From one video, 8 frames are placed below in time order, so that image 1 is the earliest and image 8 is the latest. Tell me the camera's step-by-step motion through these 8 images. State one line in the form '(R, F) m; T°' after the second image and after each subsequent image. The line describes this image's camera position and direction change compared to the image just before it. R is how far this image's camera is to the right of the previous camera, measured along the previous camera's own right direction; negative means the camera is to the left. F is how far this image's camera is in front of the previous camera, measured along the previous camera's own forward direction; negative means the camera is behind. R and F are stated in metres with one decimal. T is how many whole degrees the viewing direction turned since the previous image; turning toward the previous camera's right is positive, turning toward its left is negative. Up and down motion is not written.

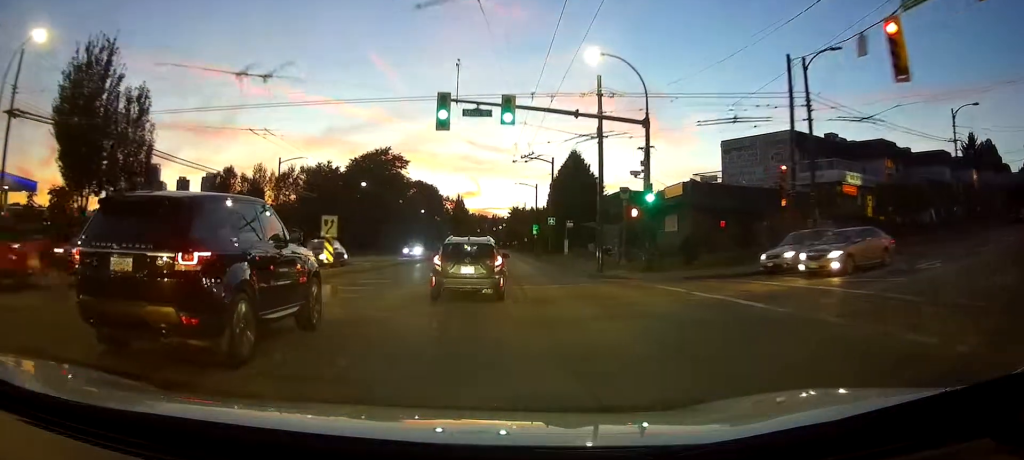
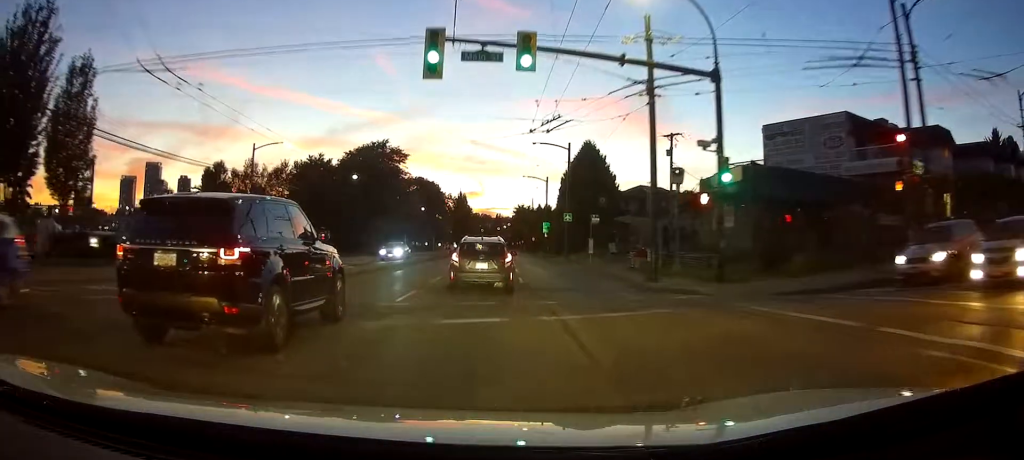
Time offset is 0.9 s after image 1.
(+0.1, +8.5) m; +1°
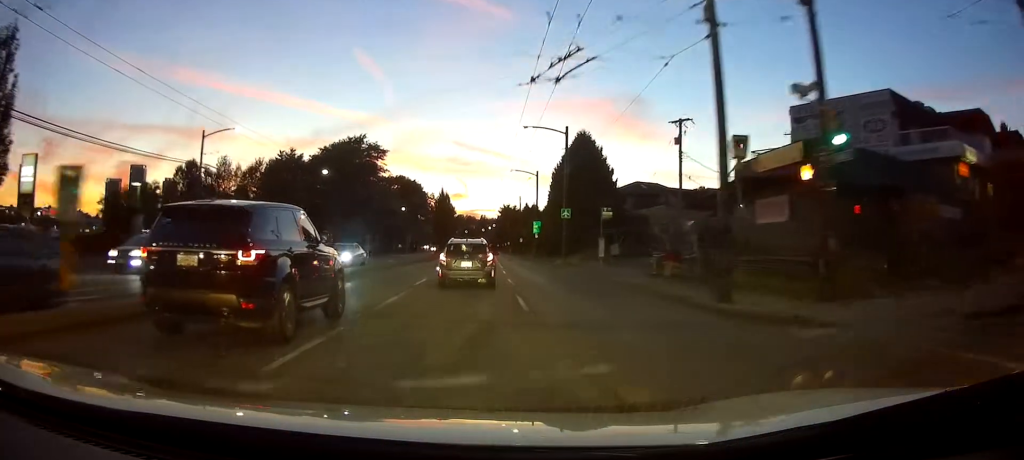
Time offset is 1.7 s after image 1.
(+0.1, +7.9) m; 0°
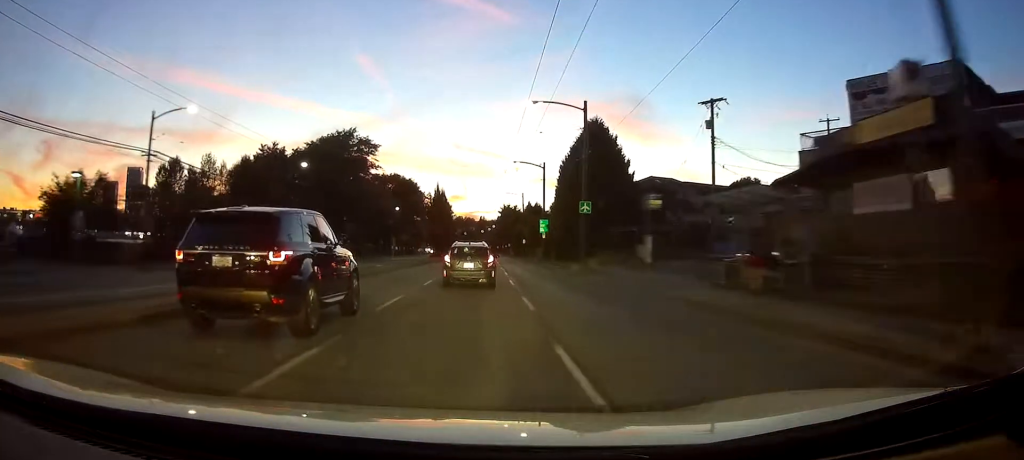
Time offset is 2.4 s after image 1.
(0.0, +8.2) m; 0°
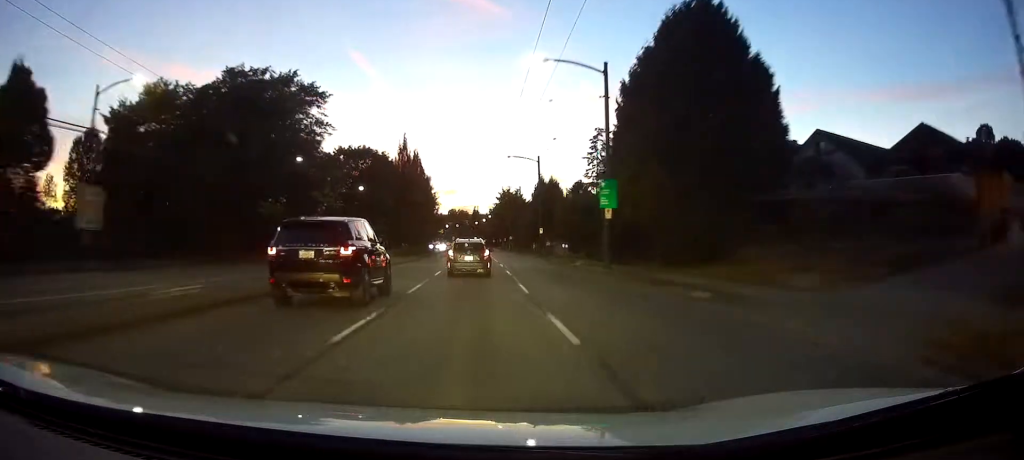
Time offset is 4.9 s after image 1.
(+0.3, +31.9) m; +1°
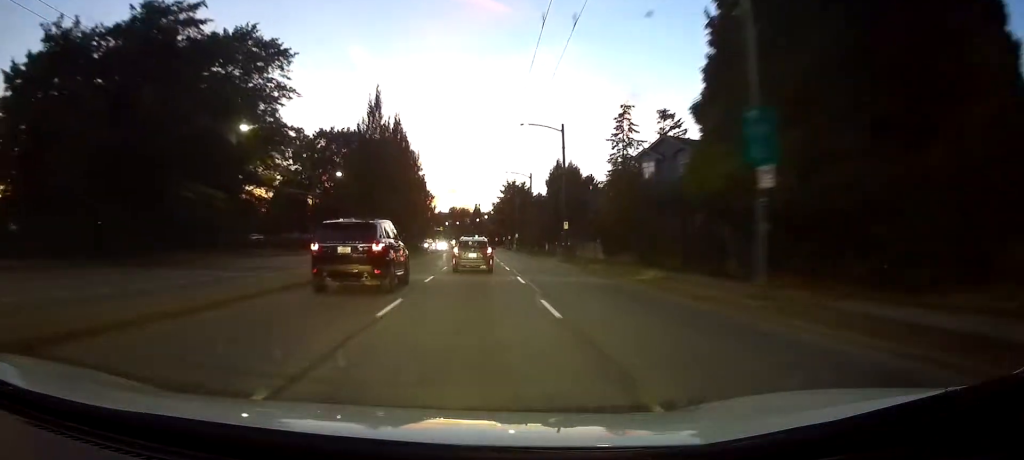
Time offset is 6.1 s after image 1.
(-0.1, +15.4) m; 0°
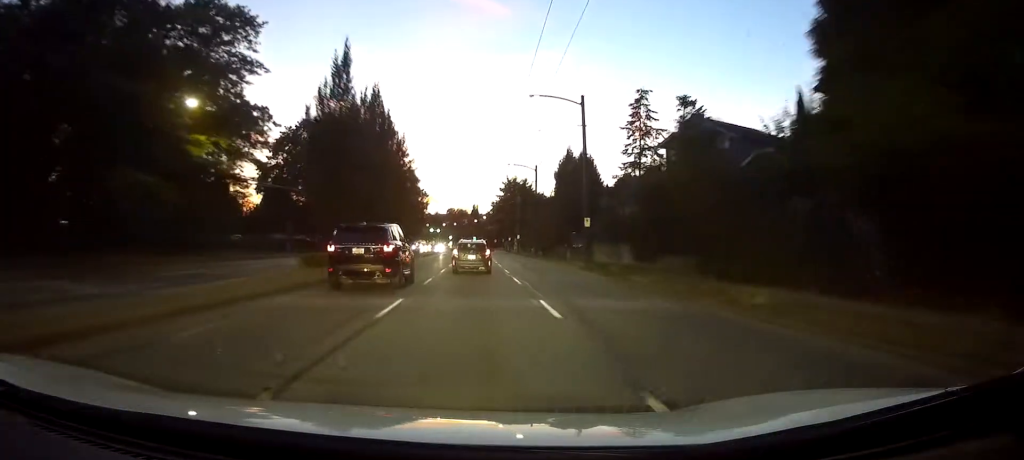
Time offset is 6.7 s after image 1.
(0.0, +8.9) m; 0°
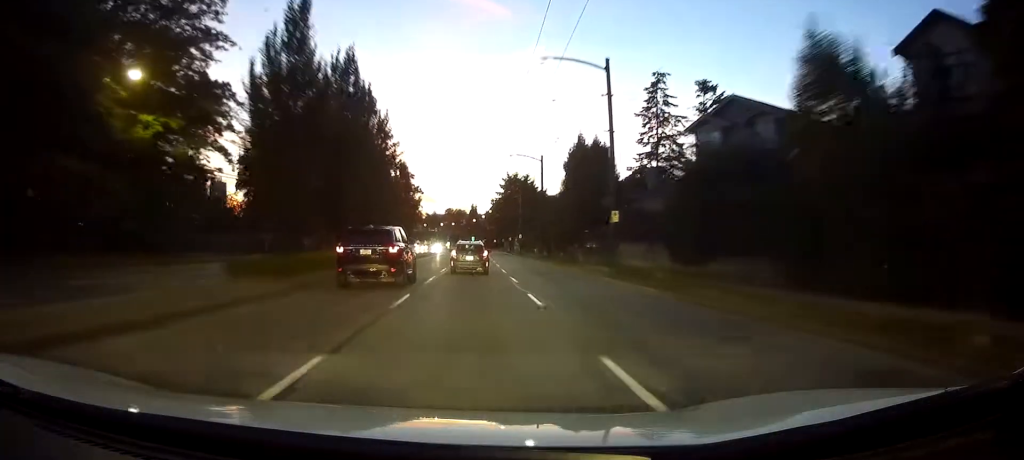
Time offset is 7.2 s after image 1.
(0.0, +7.1) m; 0°
